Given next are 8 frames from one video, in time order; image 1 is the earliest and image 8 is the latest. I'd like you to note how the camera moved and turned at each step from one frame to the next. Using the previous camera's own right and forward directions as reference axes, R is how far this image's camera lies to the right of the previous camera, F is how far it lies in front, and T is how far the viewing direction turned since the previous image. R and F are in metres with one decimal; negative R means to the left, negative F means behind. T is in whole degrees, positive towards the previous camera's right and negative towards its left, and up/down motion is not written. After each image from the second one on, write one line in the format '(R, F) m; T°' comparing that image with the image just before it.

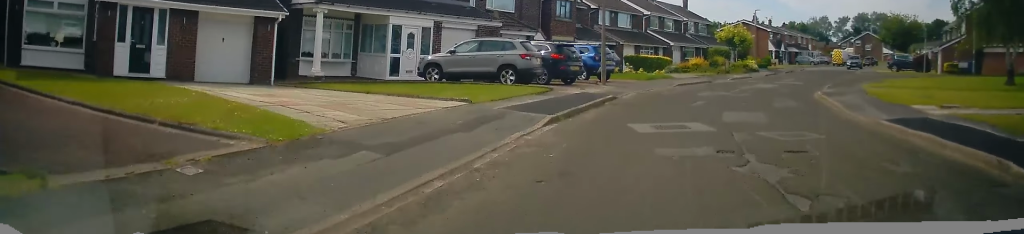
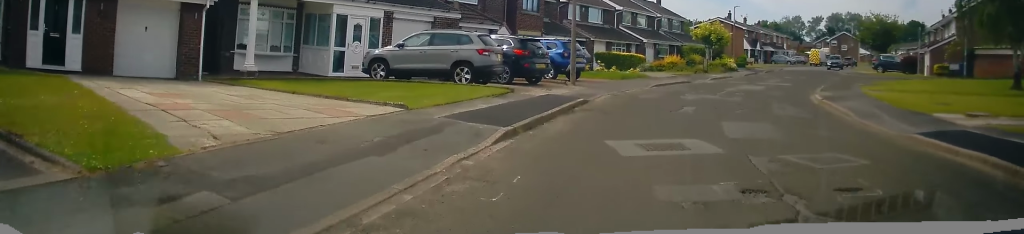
(+0.1, +2.6) m; +3°
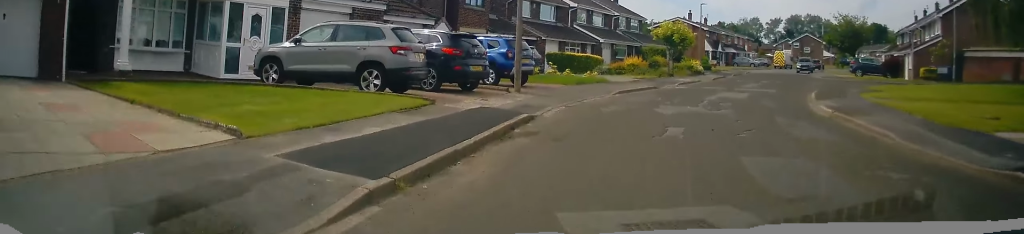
(+0.2, +4.0) m; +4°
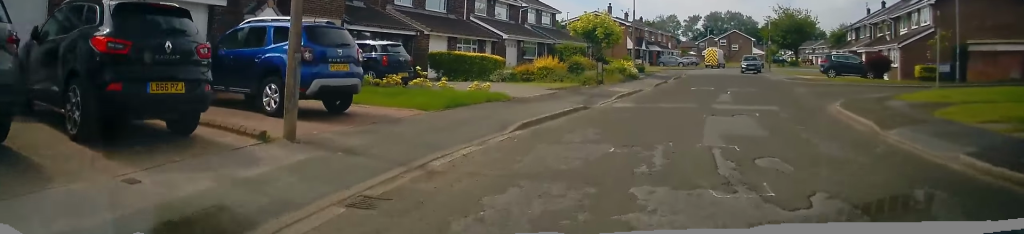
(+0.8, +9.6) m; +7°
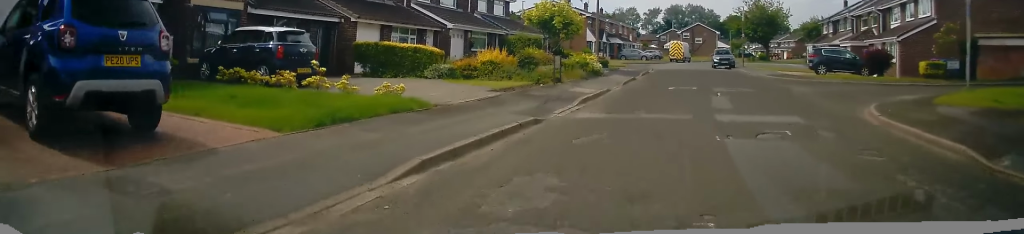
(0.0, +4.6) m; +4°
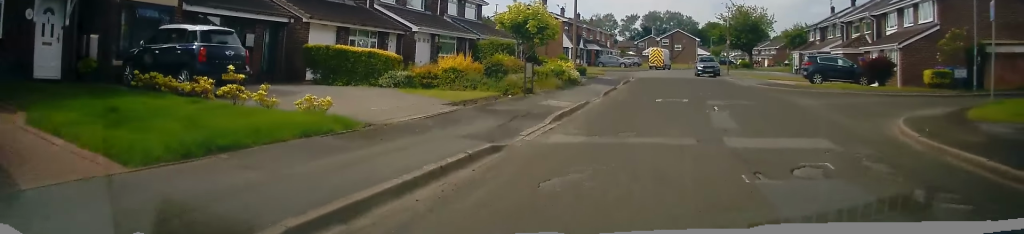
(-0.1, +2.5) m; +2°
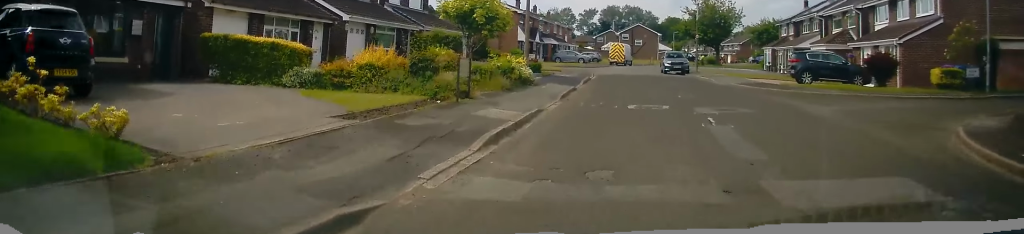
(+0.3, +4.0) m; +6°
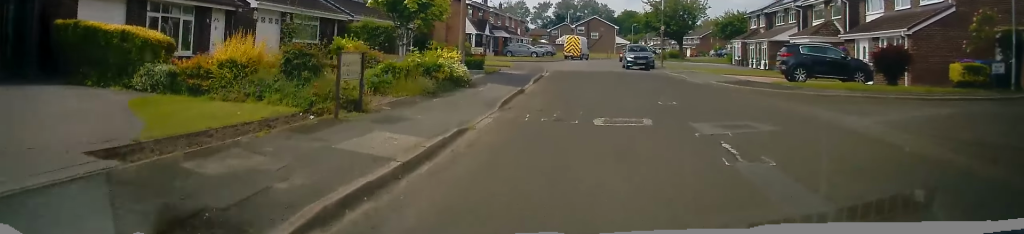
(+0.3, +4.5) m; +5°
